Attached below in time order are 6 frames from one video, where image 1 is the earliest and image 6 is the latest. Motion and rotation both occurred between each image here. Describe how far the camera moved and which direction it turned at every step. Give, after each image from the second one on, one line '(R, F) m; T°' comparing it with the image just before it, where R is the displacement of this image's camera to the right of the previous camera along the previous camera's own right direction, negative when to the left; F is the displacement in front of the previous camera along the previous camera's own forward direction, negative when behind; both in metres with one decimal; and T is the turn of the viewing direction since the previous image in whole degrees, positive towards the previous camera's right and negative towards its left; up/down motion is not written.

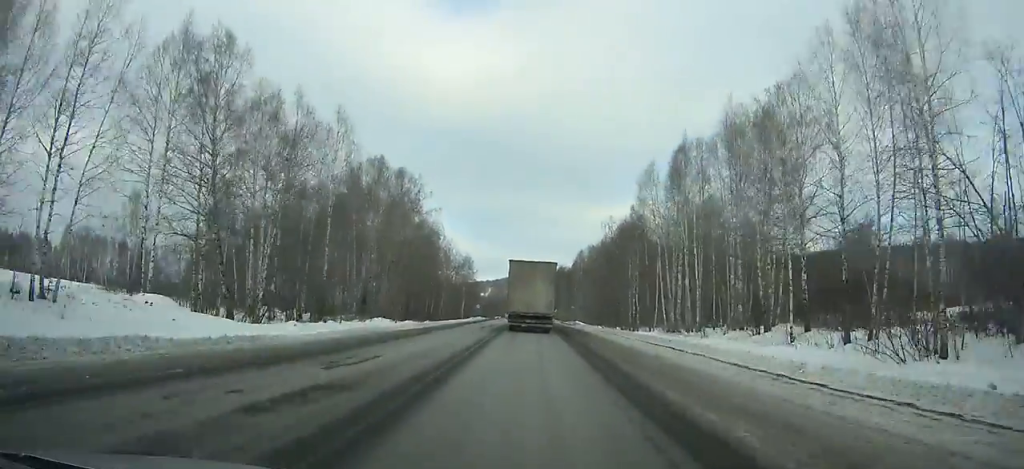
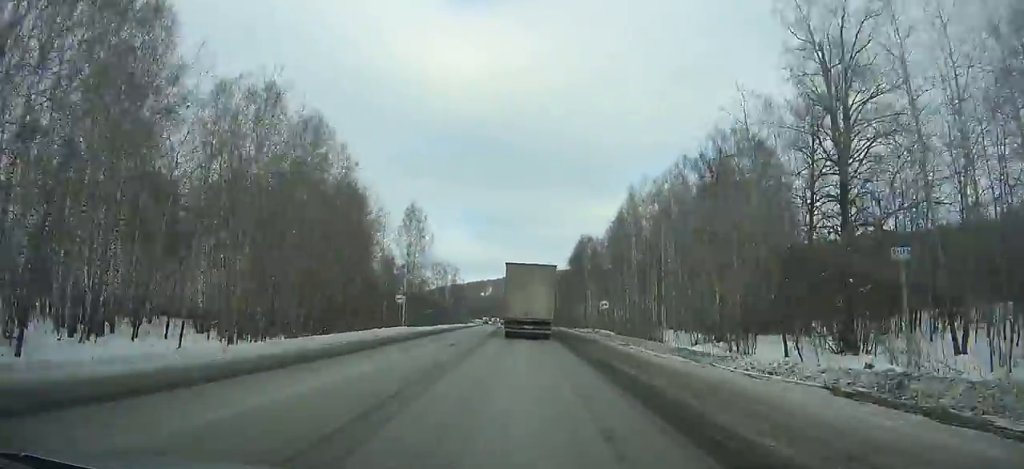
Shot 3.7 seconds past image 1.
(-0.4, +74.8) m; -1°
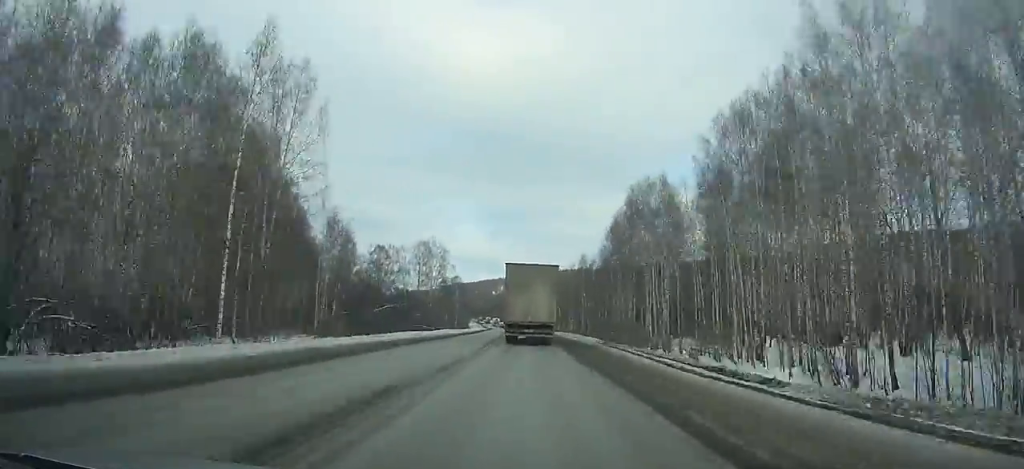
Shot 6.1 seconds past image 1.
(-0.4, +49.9) m; -1°
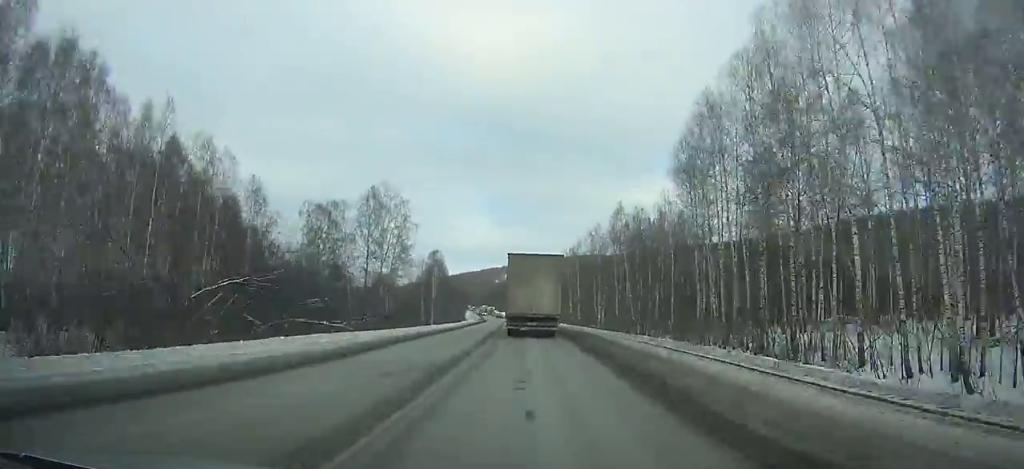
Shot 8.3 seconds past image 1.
(-0.2, +47.0) m; -1°
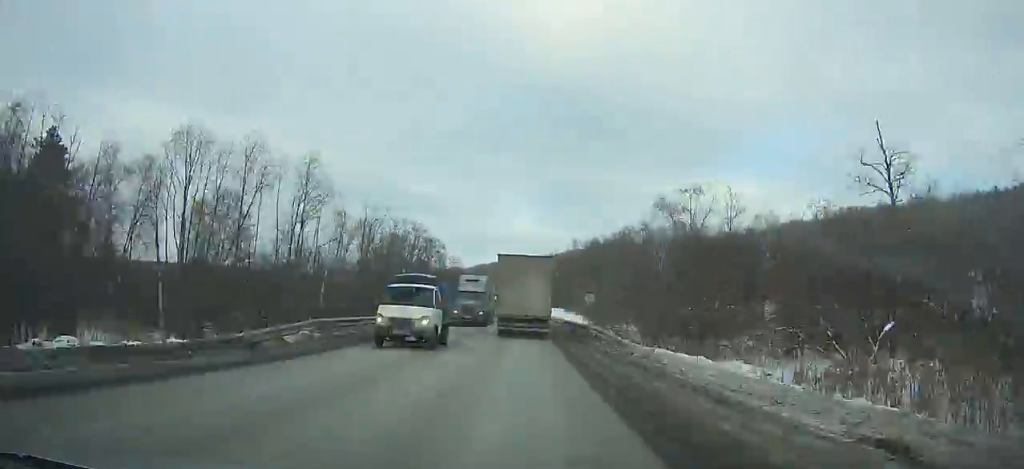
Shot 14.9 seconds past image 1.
(-4.9, +148.0) m; -4°
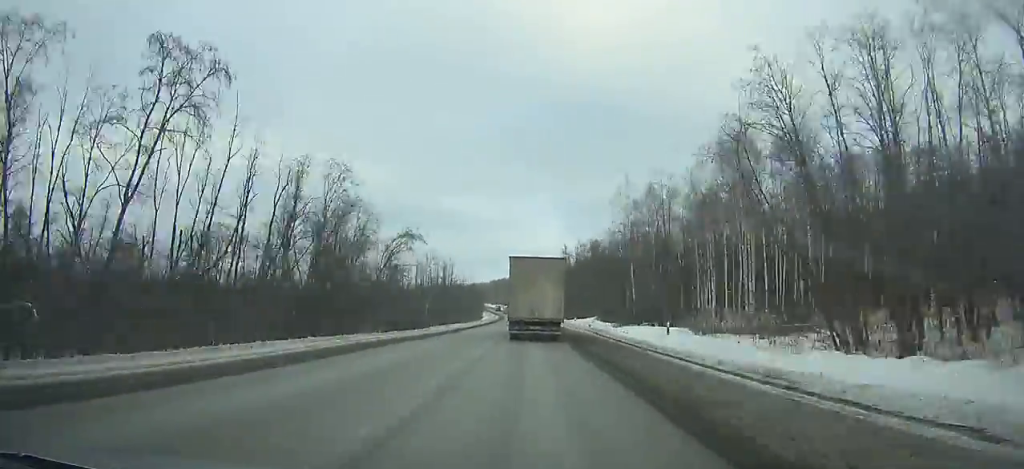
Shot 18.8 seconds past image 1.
(-1.4, +92.9) m; -2°
